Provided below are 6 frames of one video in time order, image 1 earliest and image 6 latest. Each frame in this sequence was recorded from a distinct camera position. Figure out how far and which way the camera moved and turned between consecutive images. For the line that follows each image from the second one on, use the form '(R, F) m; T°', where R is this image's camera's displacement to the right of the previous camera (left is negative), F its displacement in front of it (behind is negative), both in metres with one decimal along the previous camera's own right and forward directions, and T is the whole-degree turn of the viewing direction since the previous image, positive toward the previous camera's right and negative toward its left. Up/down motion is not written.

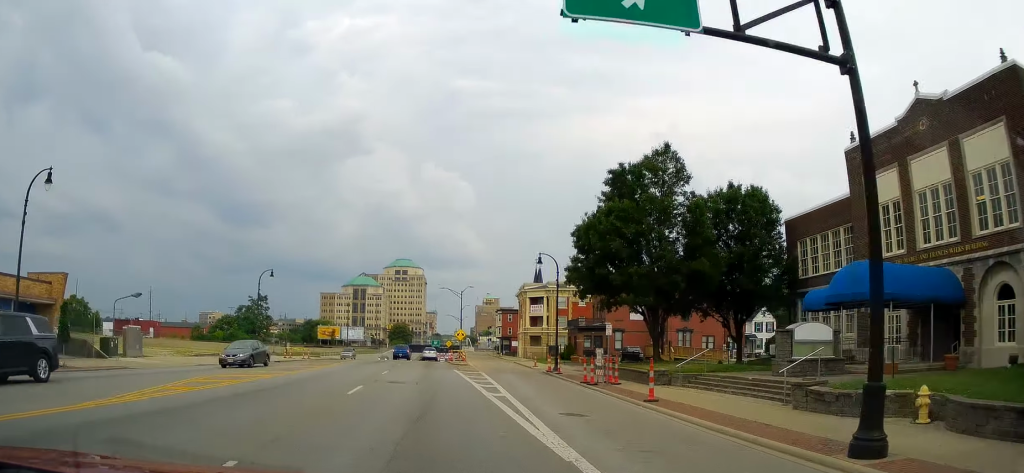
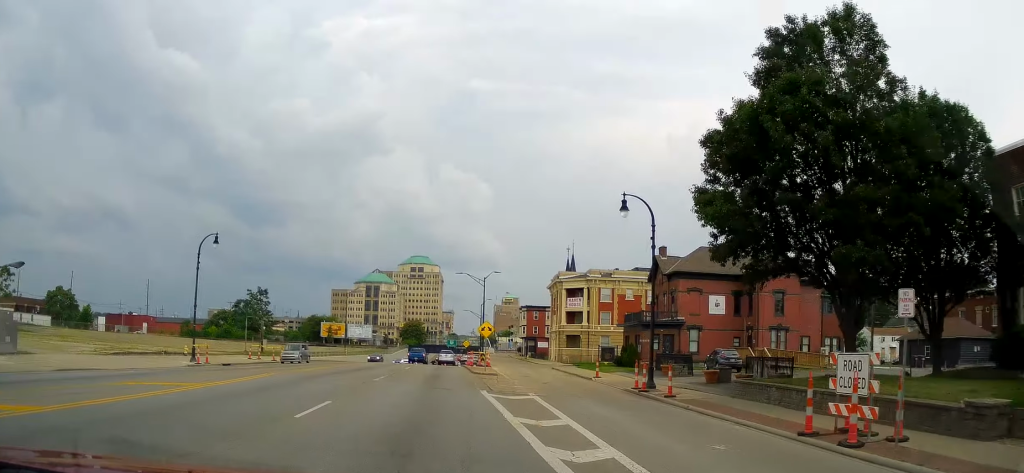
(-0.6, +18.2) m; -2°
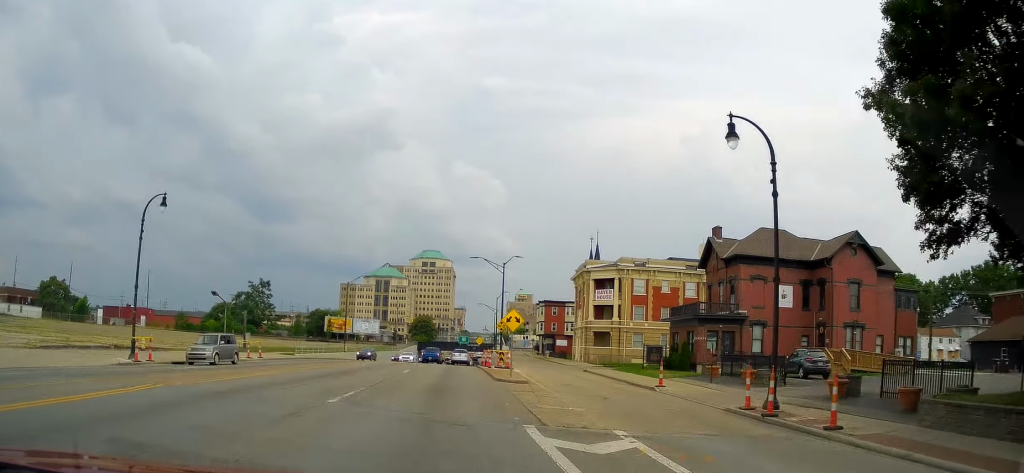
(-0.1, +9.9) m; 0°
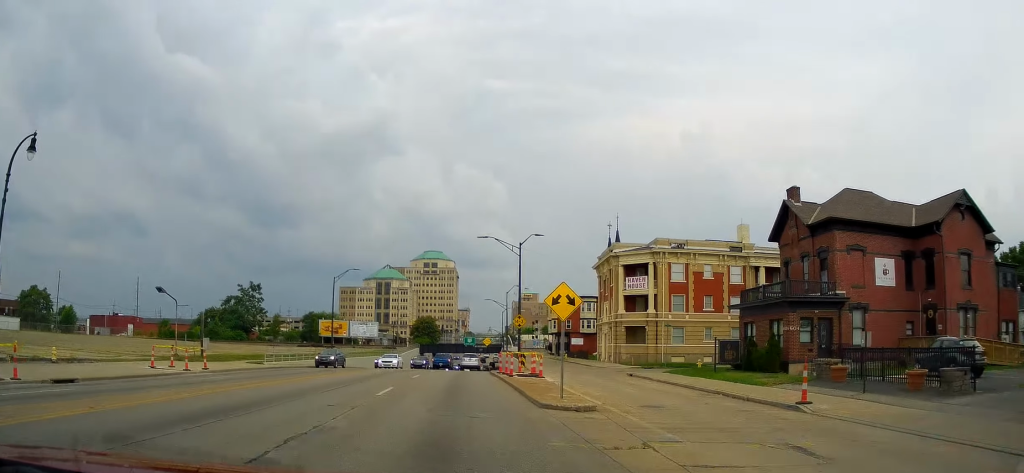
(+0.4, +12.0) m; 0°
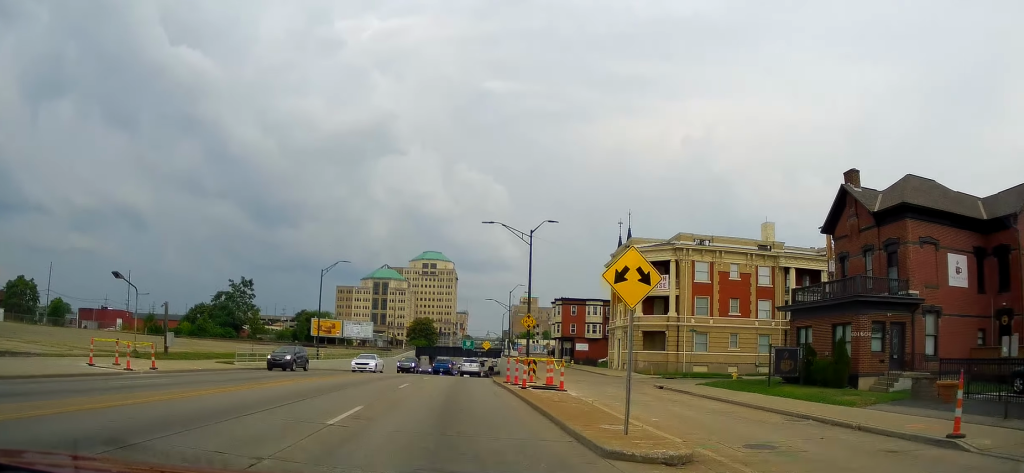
(-0.1, +6.5) m; -1°
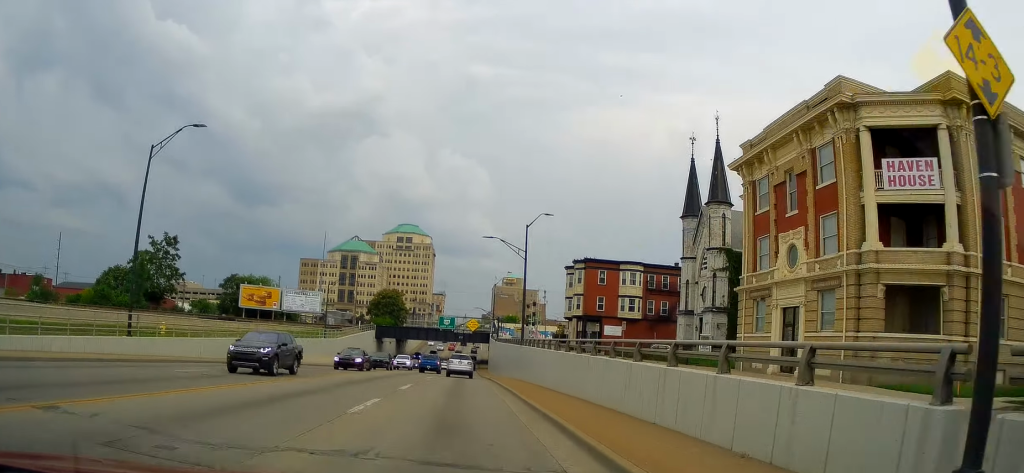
(-0.2, +37.0) m; +1°
